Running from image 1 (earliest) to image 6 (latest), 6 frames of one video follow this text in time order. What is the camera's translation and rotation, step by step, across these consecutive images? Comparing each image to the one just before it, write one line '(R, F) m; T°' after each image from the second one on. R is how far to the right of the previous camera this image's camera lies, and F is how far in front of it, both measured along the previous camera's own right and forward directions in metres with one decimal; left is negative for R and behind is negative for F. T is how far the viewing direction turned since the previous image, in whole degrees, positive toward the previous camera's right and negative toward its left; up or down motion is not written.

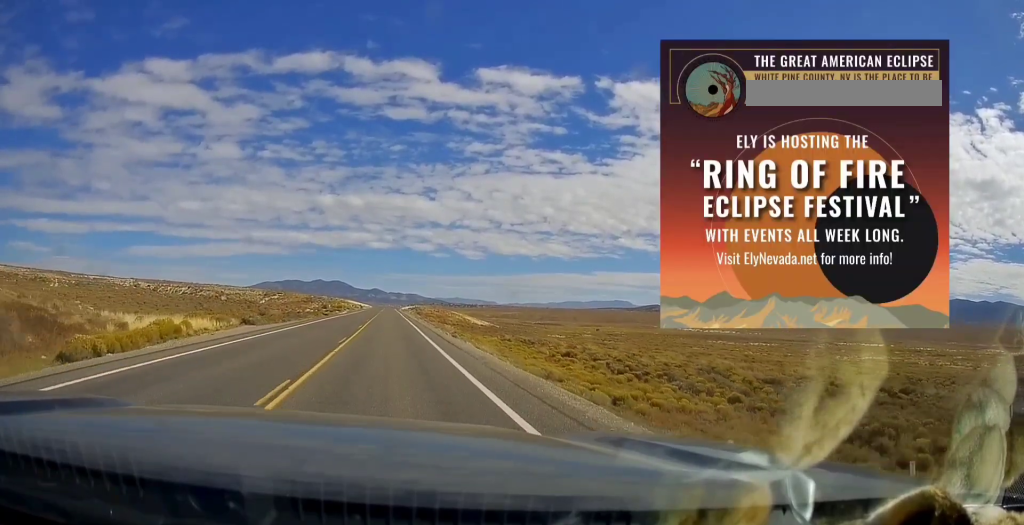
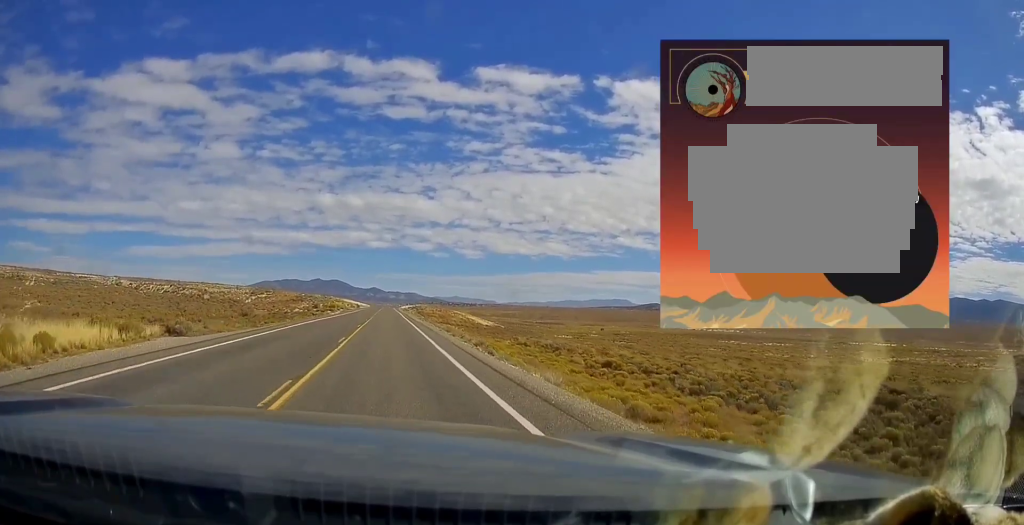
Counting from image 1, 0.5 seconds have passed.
(+0.3, +15.3) m; 0°
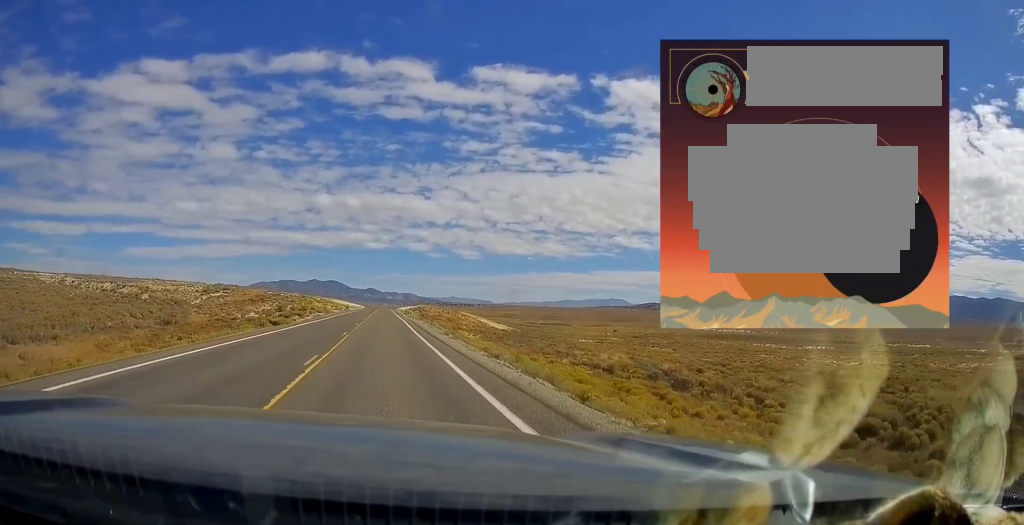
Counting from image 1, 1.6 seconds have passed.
(-0.5, +37.6) m; -1°
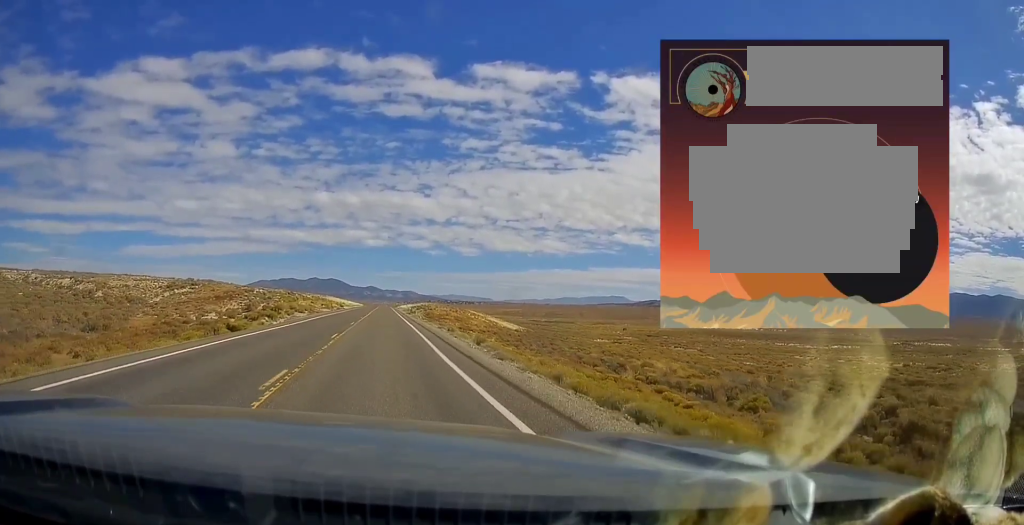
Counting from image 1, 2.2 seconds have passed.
(0.0, +19.5) m; 0°
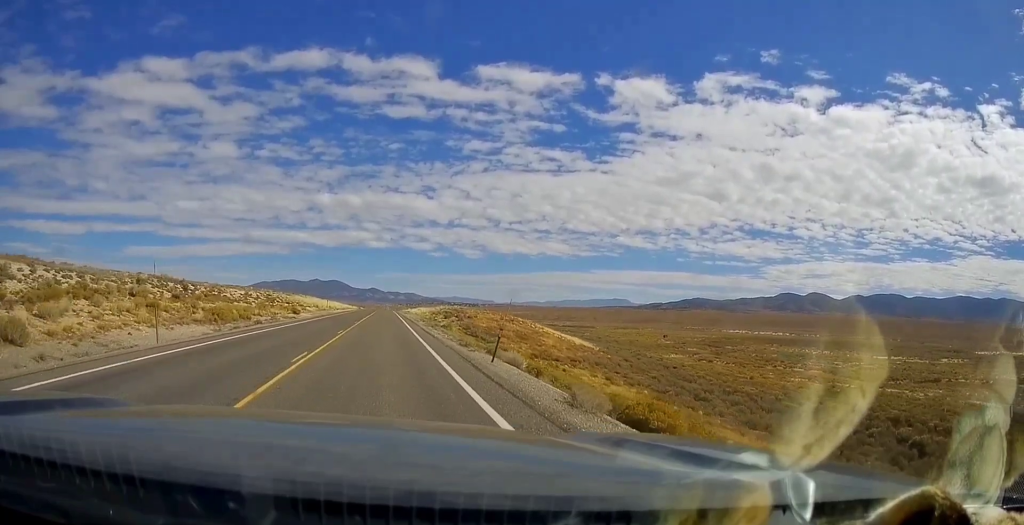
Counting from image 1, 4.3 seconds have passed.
(+0.9, +68.9) m; +1°
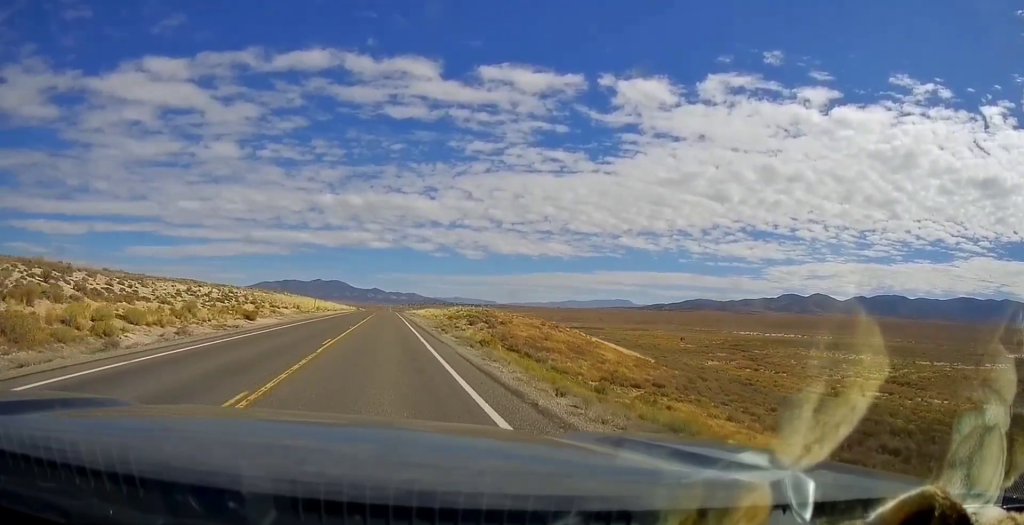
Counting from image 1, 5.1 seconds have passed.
(-0.1, +23.4) m; -1°
